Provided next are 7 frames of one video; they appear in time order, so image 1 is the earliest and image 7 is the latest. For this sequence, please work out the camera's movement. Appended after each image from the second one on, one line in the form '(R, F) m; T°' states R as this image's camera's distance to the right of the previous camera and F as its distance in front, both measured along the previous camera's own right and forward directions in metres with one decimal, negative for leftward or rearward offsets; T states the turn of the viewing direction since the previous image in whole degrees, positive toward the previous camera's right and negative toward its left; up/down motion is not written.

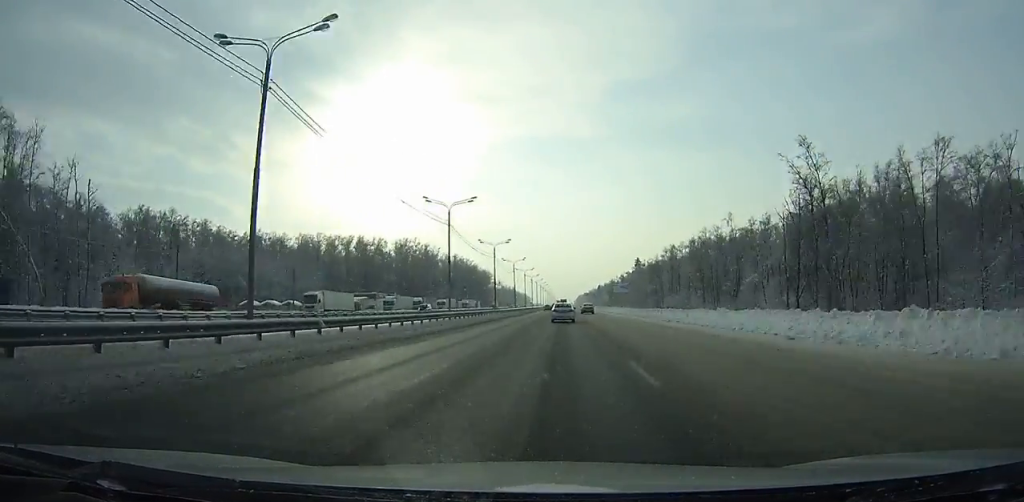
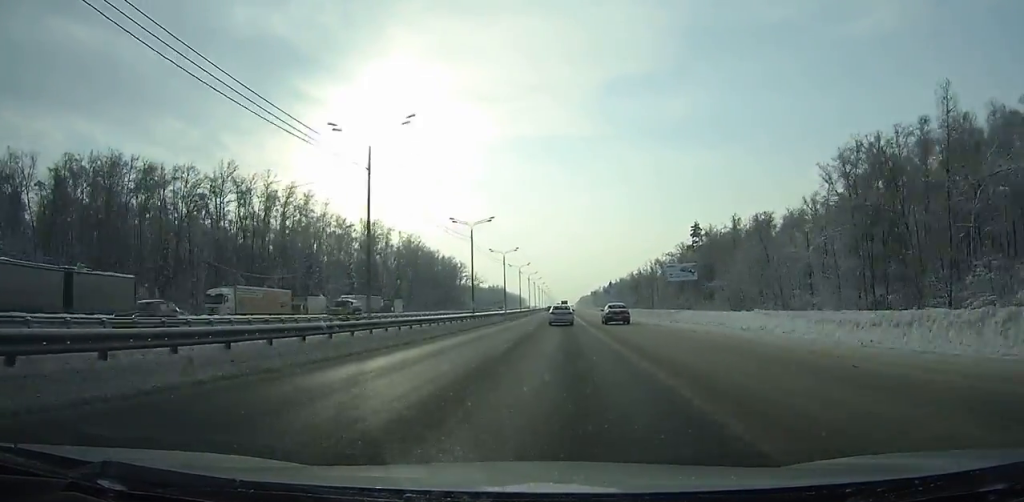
(+0.1, +121.4) m; 0°
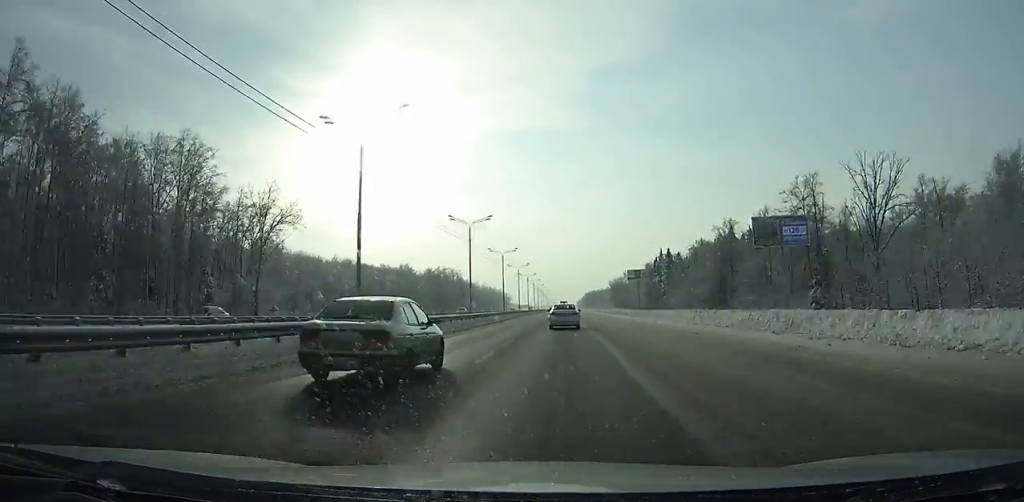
(0.0, +225.5) m; 0°
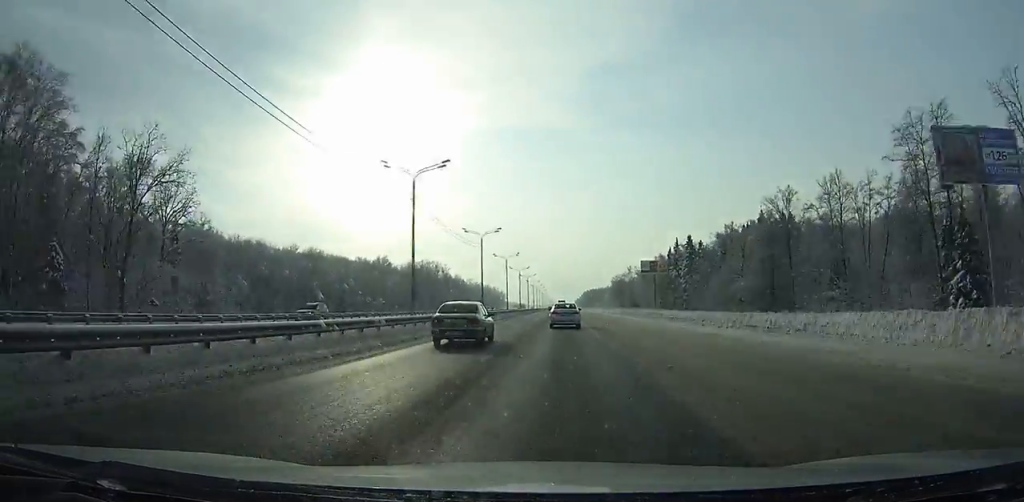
(0.0, +30.9) m; 0°
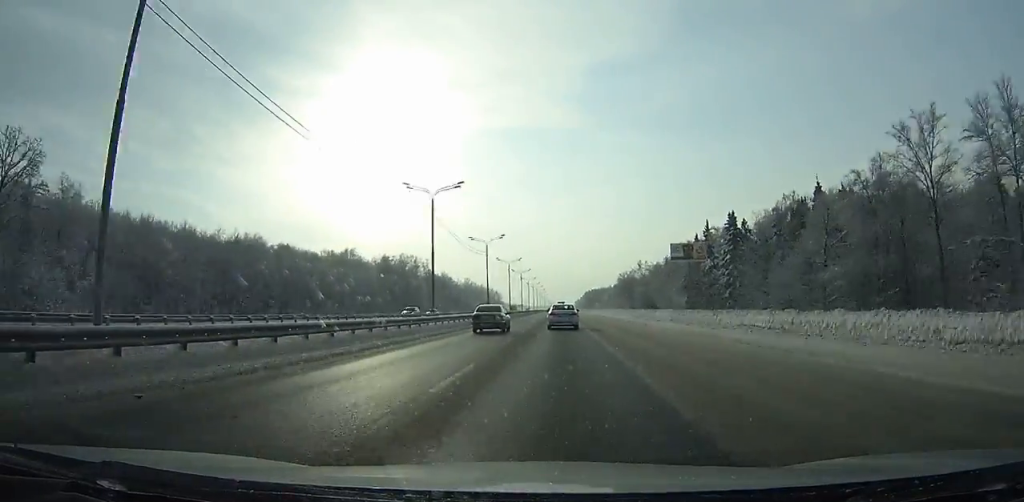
(+0.2, +37.2) m; 0°
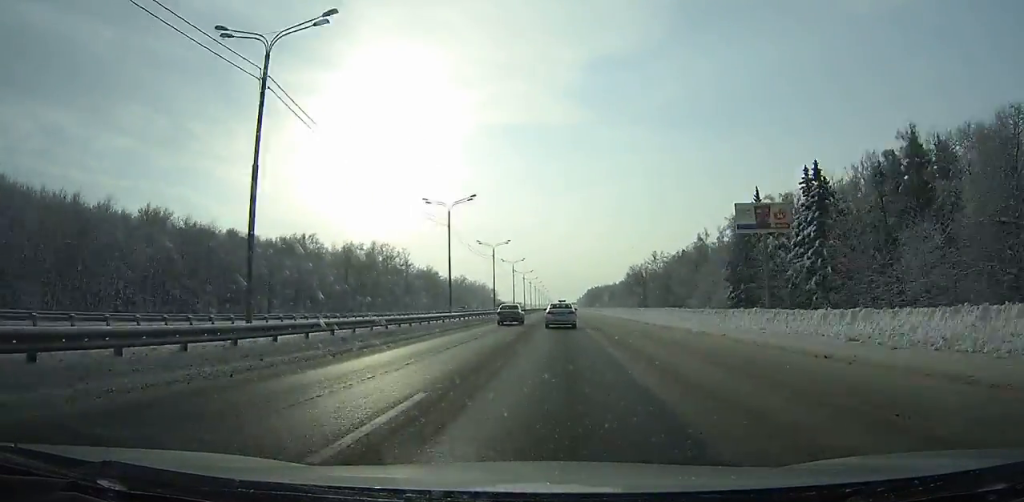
(0.0, +34.9) m; 0°
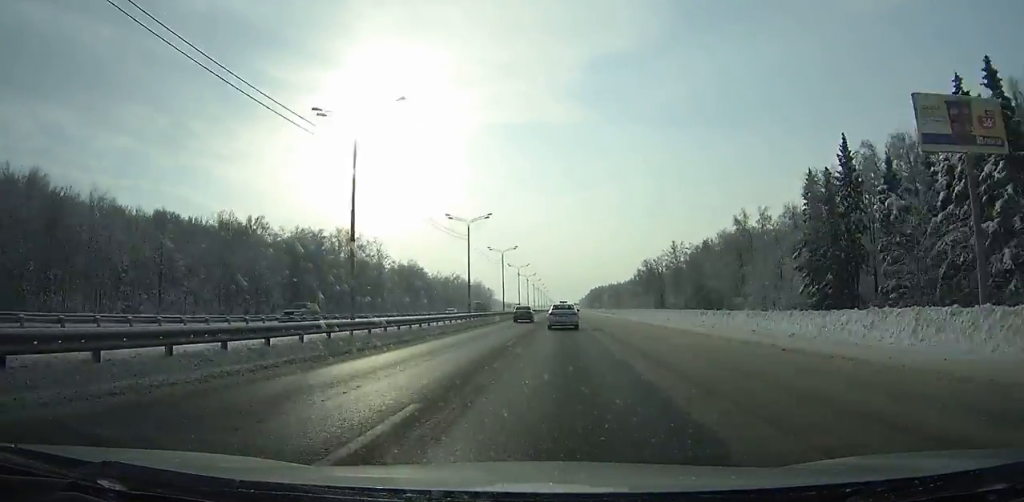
(0.0, +32.6) m; 0°
